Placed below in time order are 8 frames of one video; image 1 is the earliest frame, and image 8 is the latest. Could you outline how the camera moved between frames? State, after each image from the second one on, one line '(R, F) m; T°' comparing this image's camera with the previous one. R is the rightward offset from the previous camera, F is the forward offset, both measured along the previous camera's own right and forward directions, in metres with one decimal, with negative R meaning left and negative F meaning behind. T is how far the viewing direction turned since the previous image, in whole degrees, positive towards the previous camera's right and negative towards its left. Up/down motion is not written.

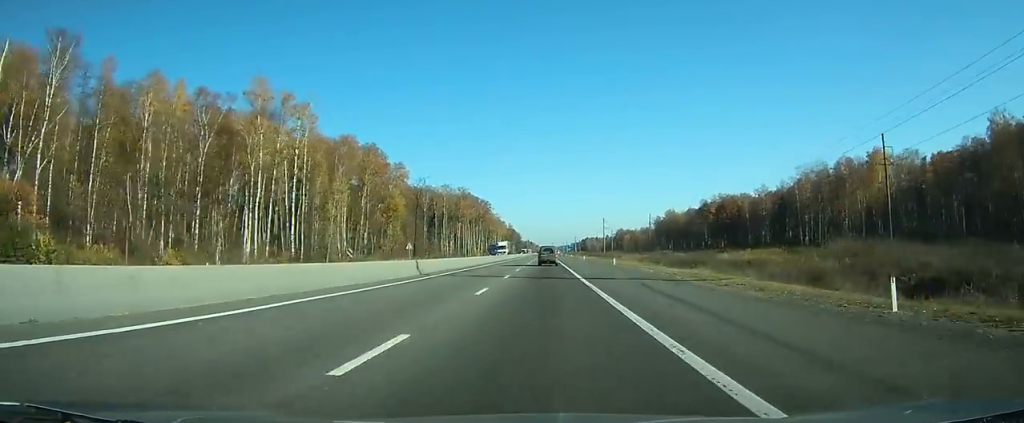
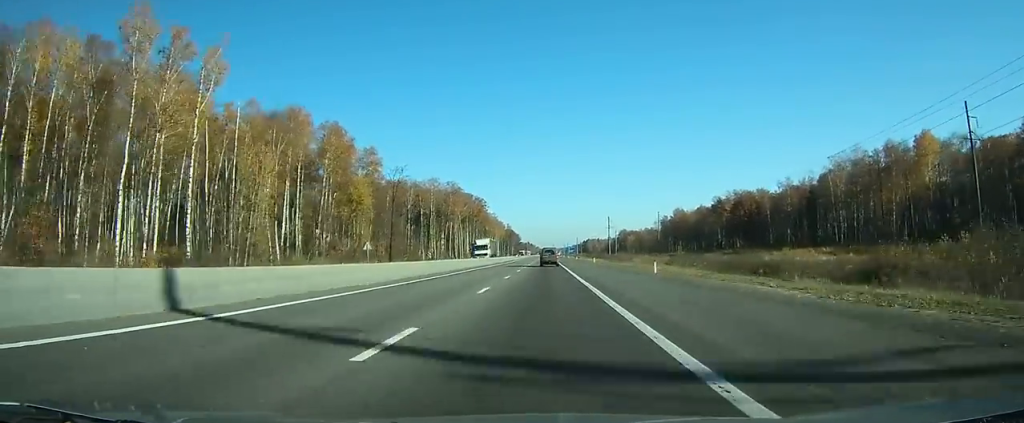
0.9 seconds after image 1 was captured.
(0.0, +23.3) m; 0°
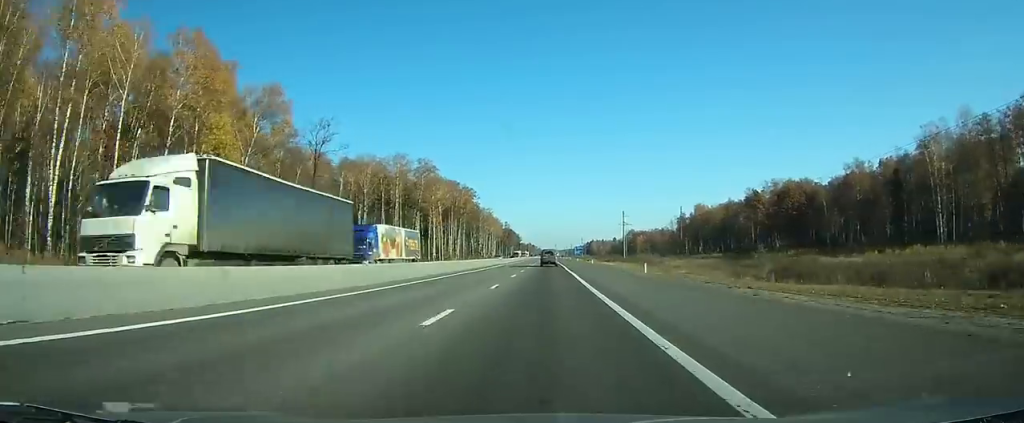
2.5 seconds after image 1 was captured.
(0.0, +46.0) m; 0°
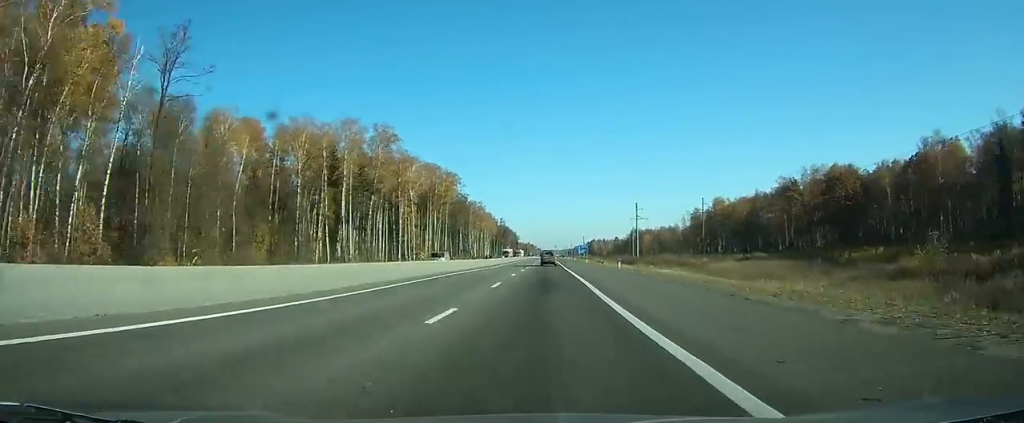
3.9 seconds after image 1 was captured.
(0.0, +36.7) m; 0°
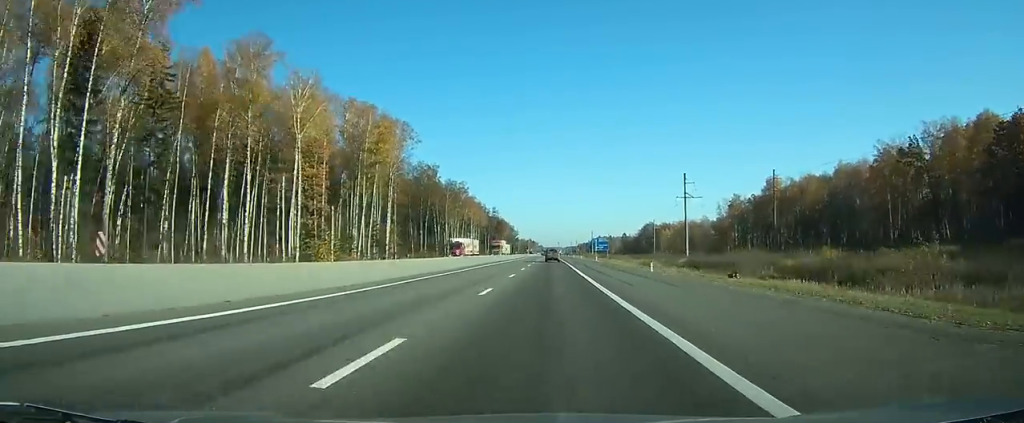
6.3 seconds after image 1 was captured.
(-0.1, +65.5) m; 0°
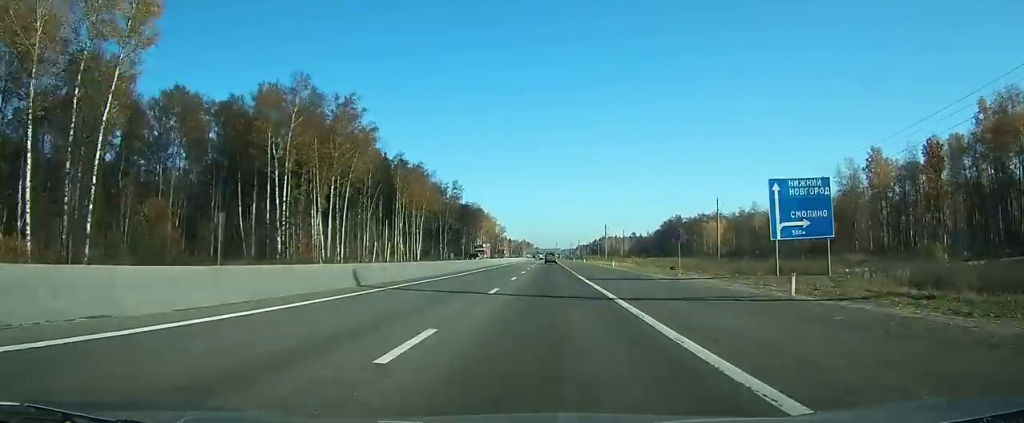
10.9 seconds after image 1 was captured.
(+0.2, +114.7) m; 0°
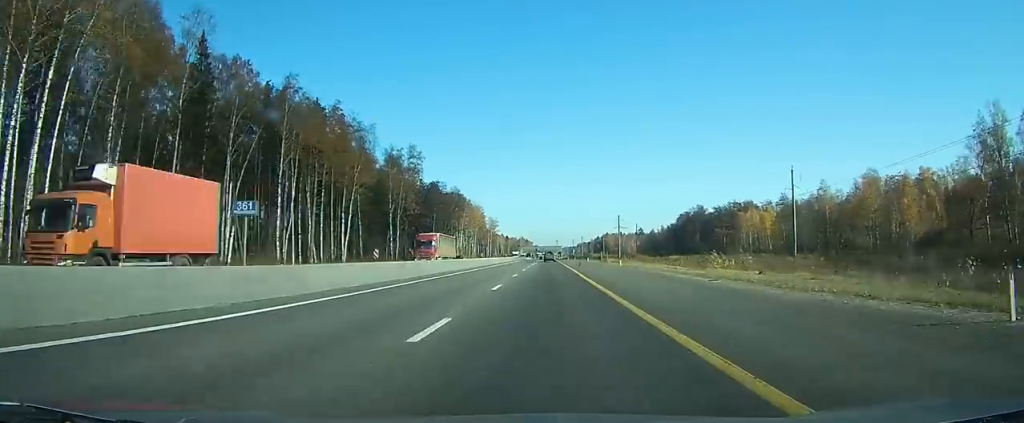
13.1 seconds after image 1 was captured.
(0.0, +60.4) m; 0°
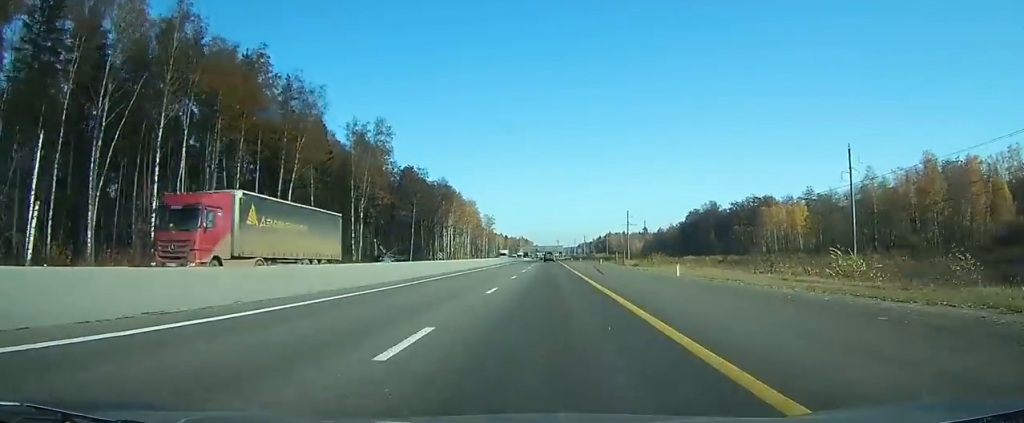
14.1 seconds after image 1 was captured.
(0.0, +26.4) m; 0°
